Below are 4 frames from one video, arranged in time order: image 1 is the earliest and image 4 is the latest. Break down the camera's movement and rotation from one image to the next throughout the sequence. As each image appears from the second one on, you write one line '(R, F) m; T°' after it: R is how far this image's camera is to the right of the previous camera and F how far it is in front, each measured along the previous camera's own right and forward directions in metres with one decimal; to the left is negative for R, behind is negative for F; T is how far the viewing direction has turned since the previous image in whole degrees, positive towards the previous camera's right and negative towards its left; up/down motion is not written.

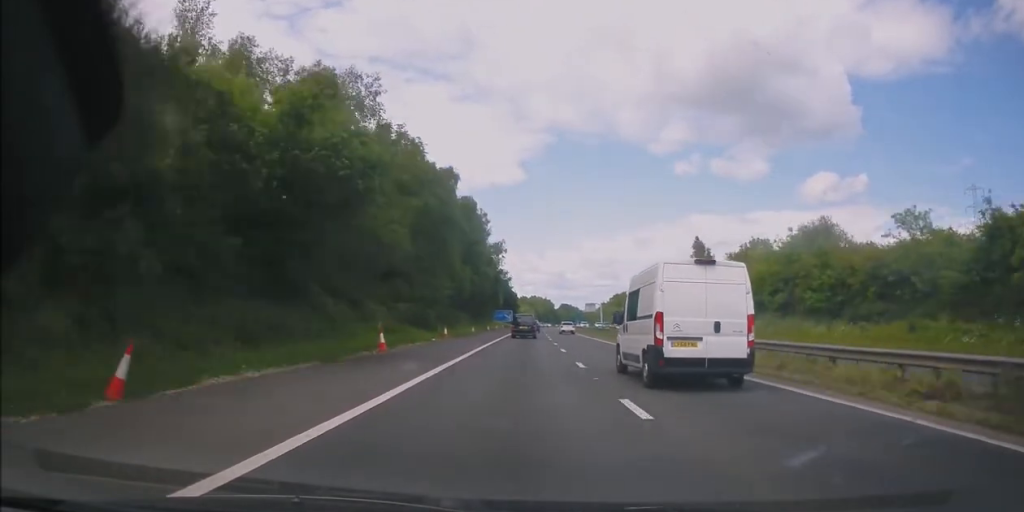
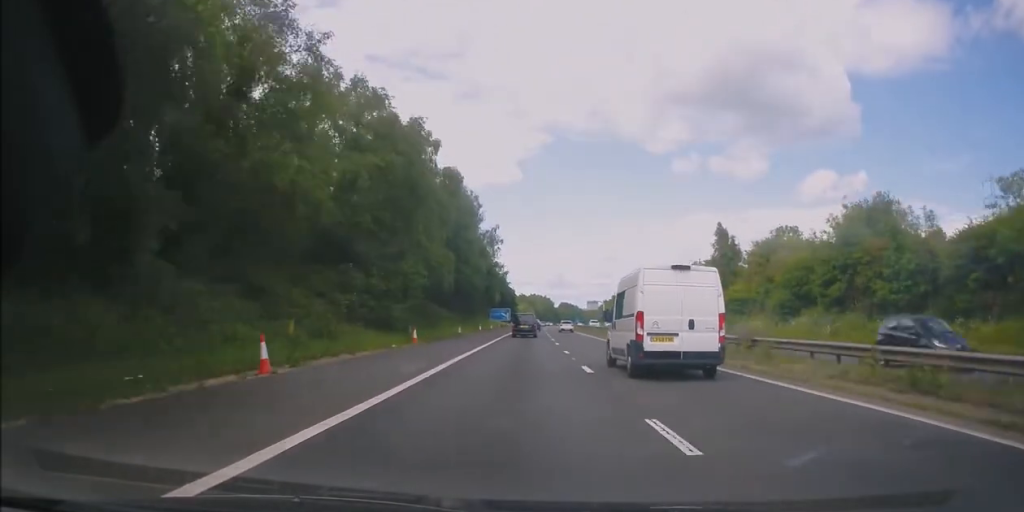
(0.0, +11.4) m; 0°
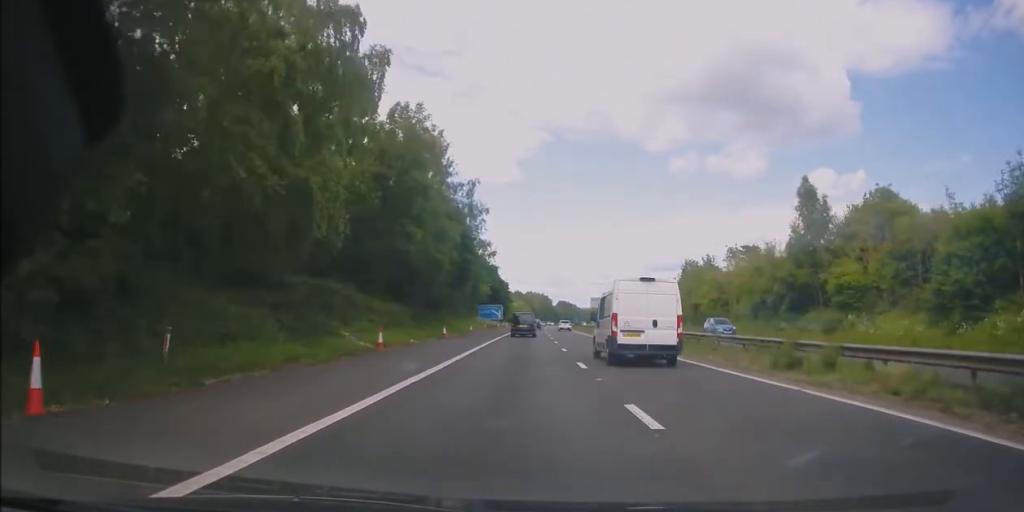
(+0.1, +25.9) m; 0°
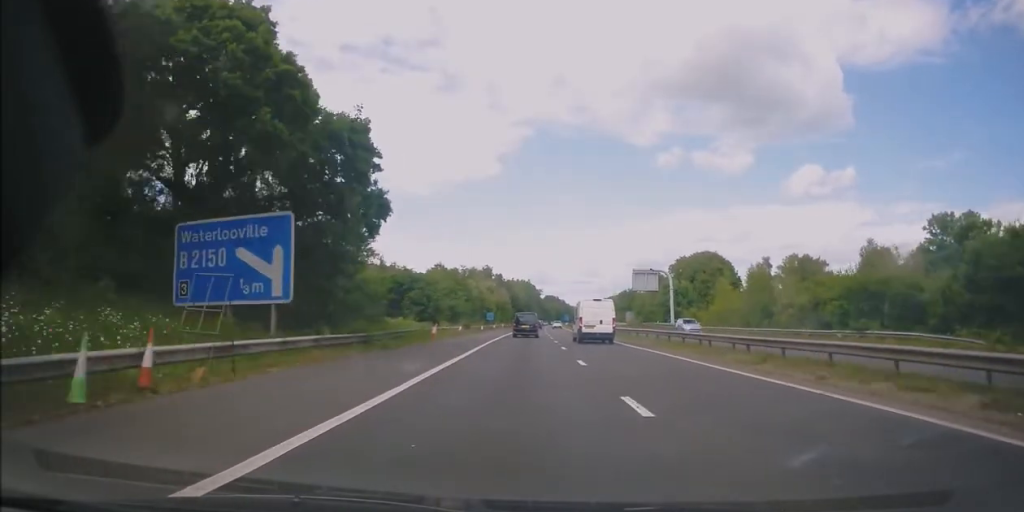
(+0.6, +108.6) m; +1°
